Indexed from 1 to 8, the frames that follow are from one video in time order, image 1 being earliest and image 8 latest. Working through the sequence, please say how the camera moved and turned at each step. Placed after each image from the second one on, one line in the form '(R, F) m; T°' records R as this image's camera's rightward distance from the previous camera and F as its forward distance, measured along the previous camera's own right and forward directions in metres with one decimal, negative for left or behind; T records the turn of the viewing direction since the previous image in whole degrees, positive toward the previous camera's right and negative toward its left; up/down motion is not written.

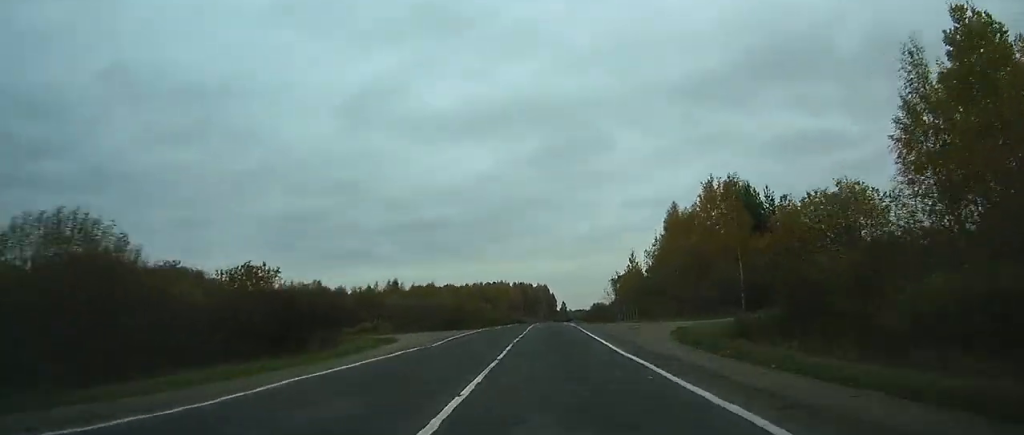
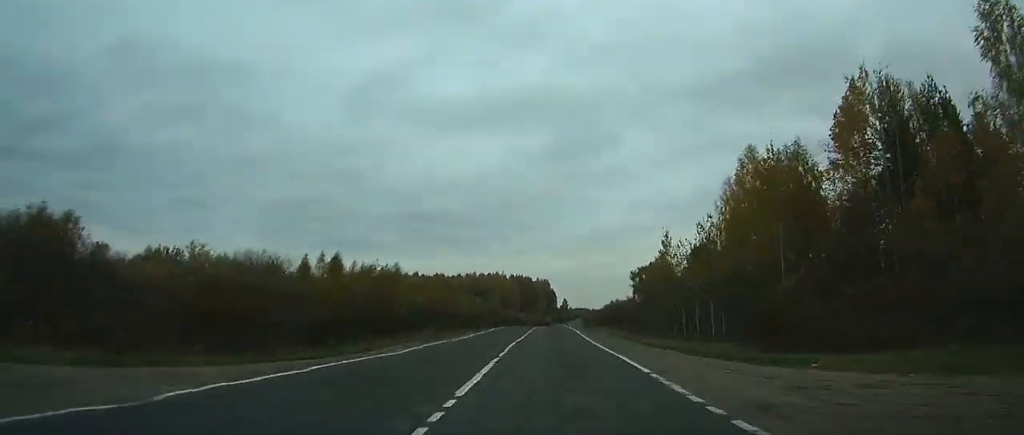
(-0.1, +37.0) m; 0°
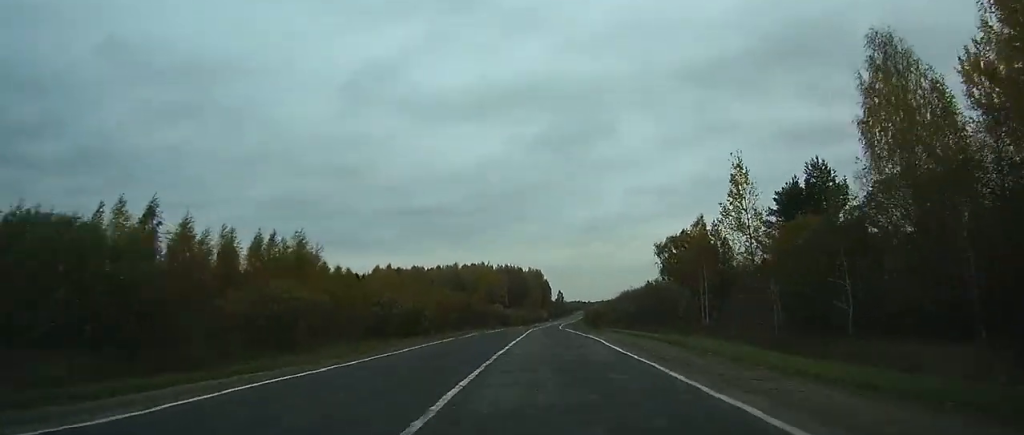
(+0.1, +40.8) m; 0°
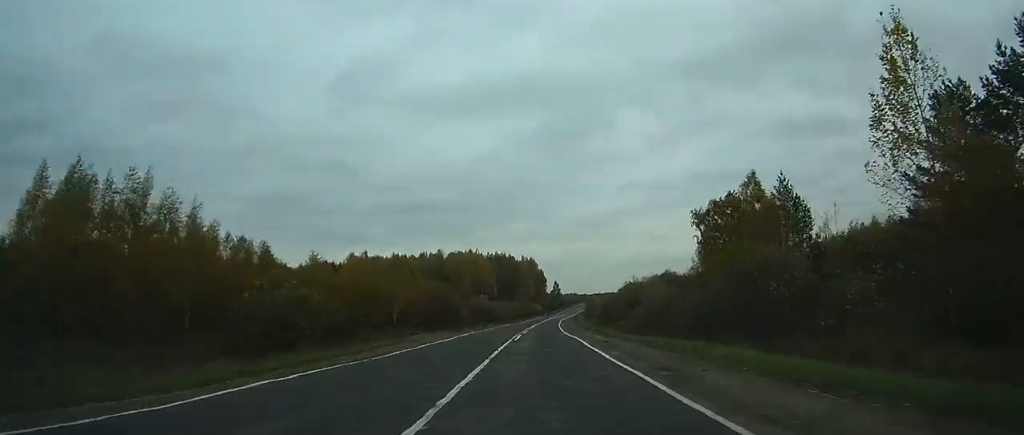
(0.0, +27.8) m; 0°
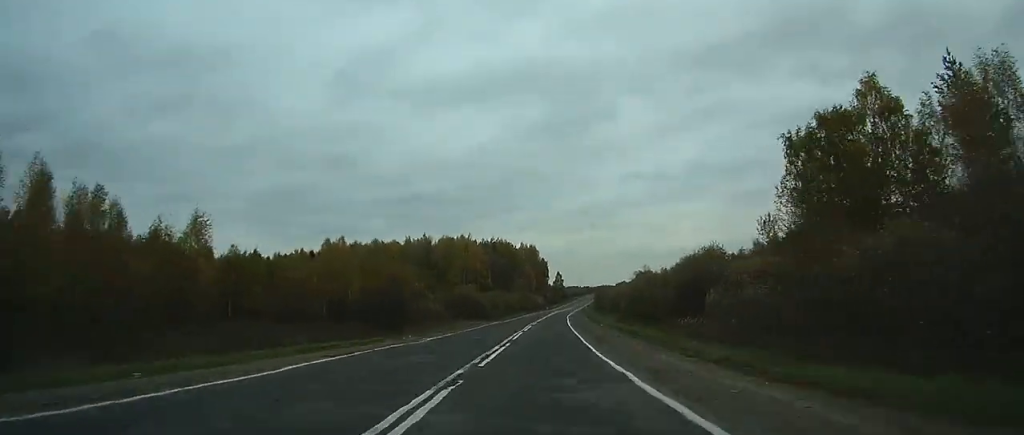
(-0.1, +27.4) m; 0°
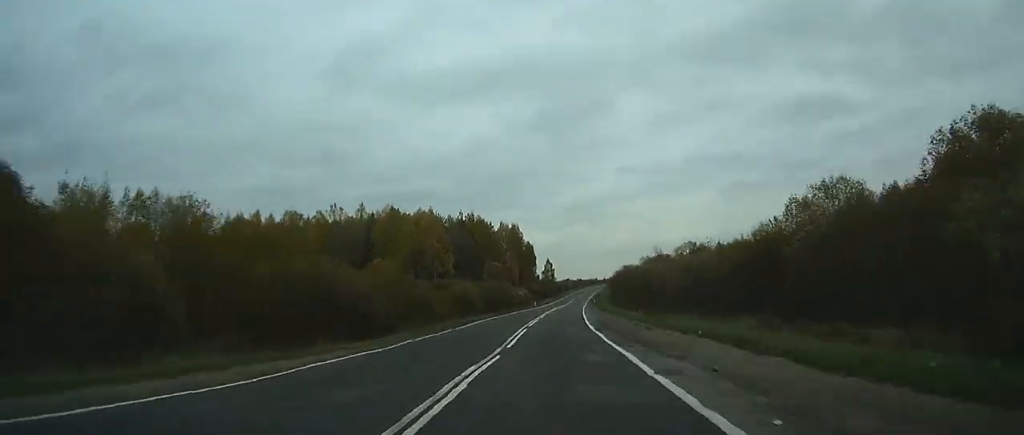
(+0.6, +53.1) m; +2°
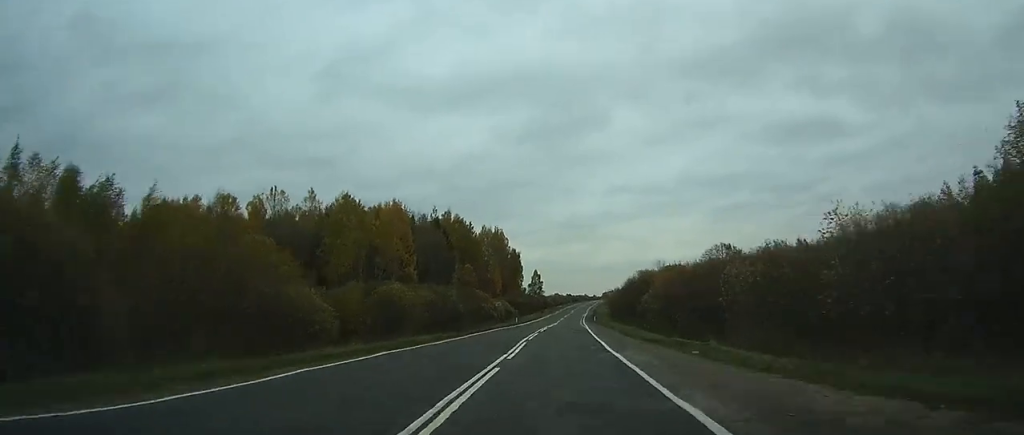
(+0.3, +25.5) m; +1°
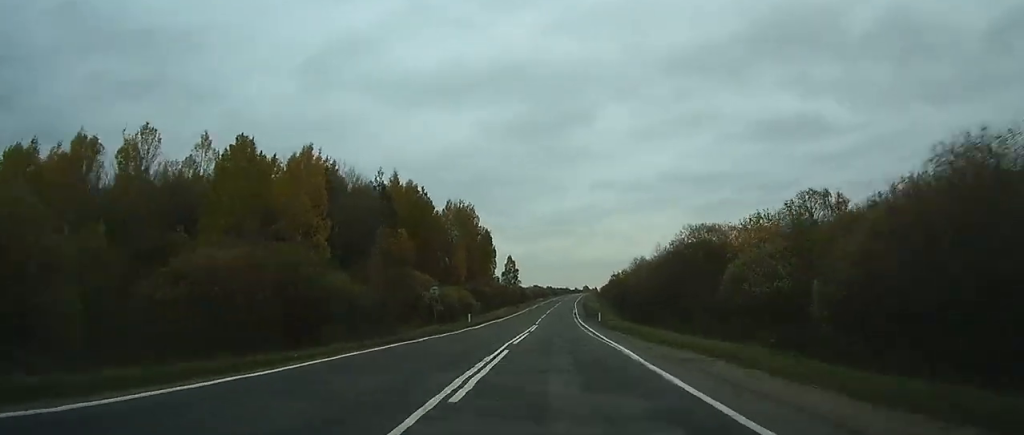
(0.0, +33.6) m; +1°
